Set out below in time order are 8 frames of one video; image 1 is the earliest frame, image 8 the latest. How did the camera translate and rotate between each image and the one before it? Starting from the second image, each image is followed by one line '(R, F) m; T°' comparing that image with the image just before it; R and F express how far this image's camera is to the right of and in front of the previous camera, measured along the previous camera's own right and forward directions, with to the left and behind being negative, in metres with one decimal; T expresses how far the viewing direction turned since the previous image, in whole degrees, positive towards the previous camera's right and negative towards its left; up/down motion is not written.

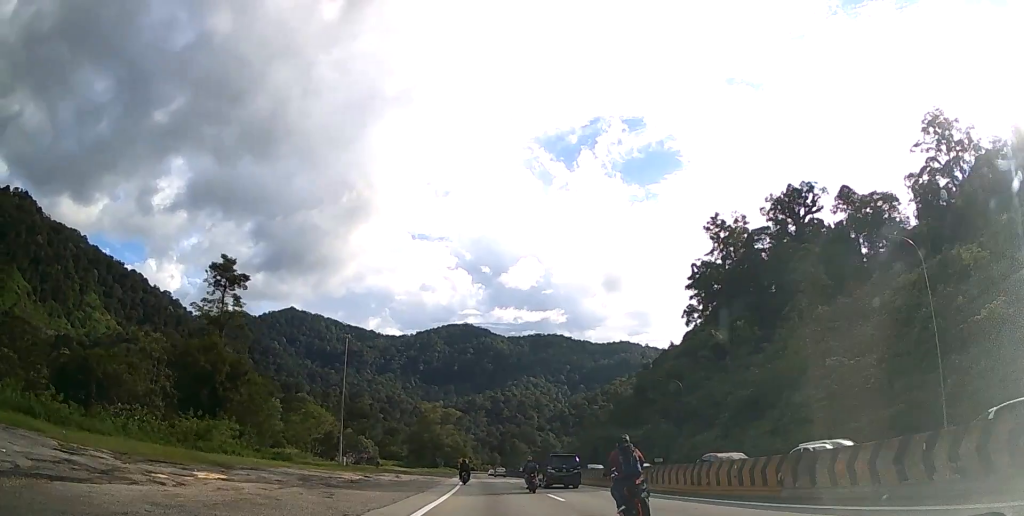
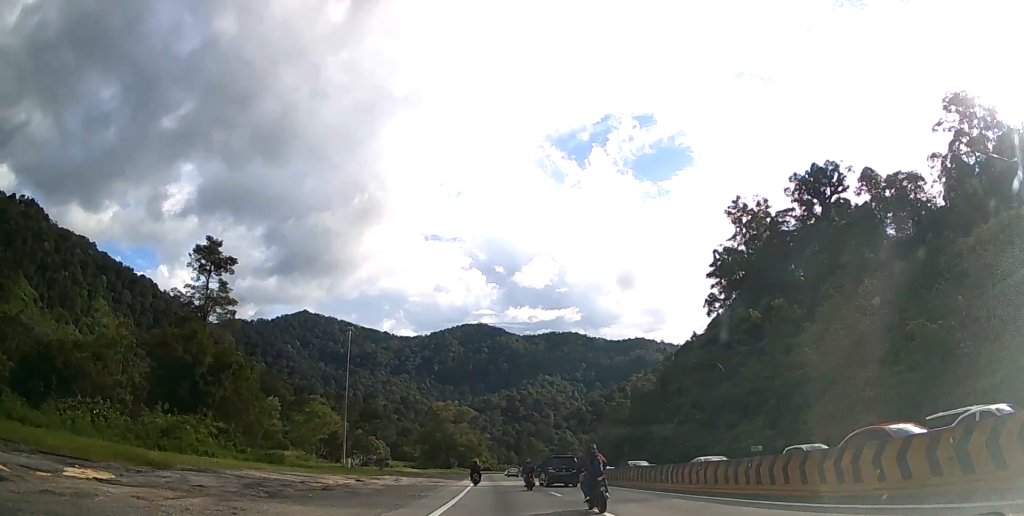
(-0.2, +8.5) m; -2°
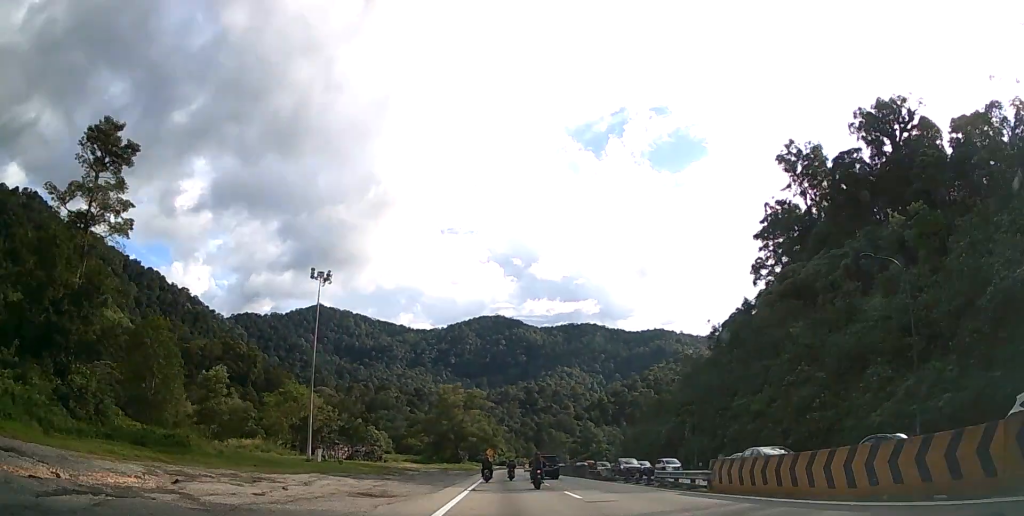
(-1.2, +27.0) m; -4°
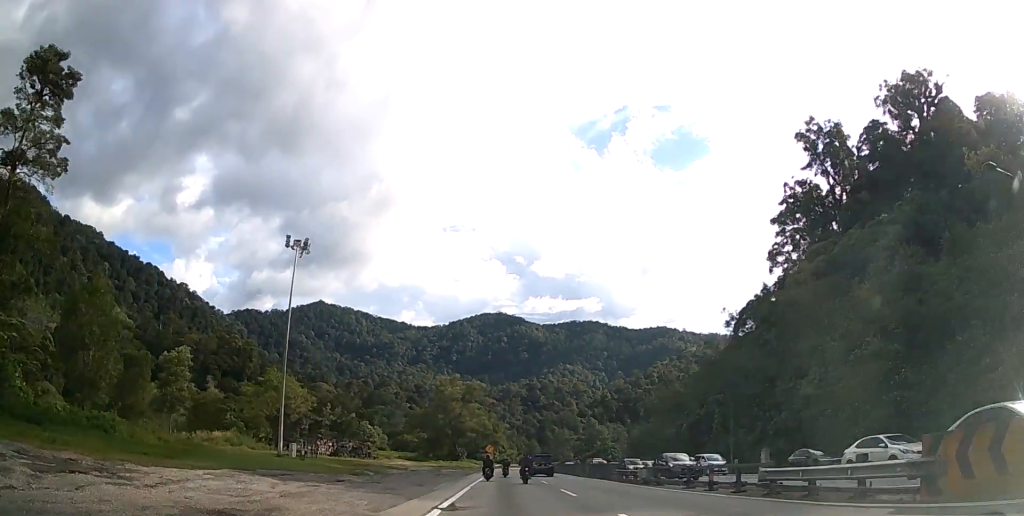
(-0.1, +10.8) m; 0°
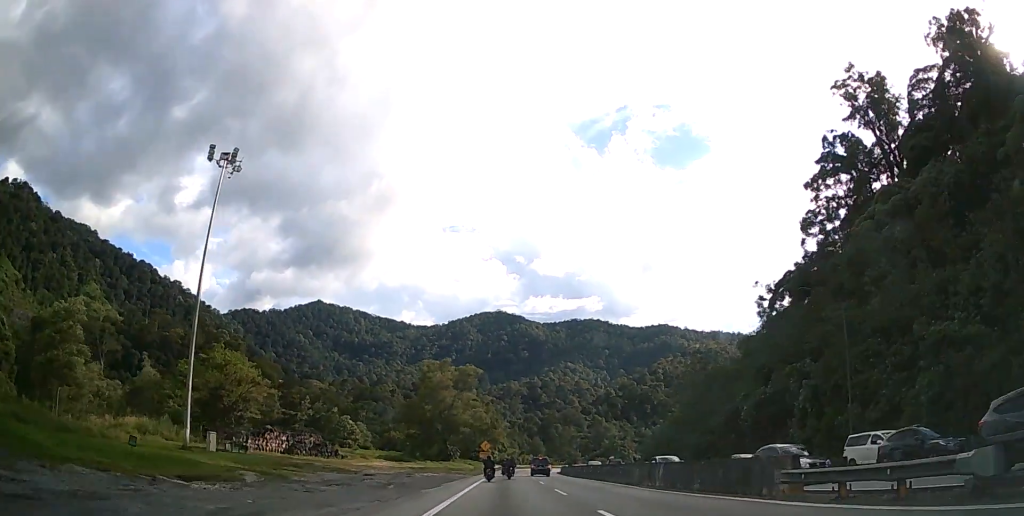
(-0.1, +22.0) m; 0°
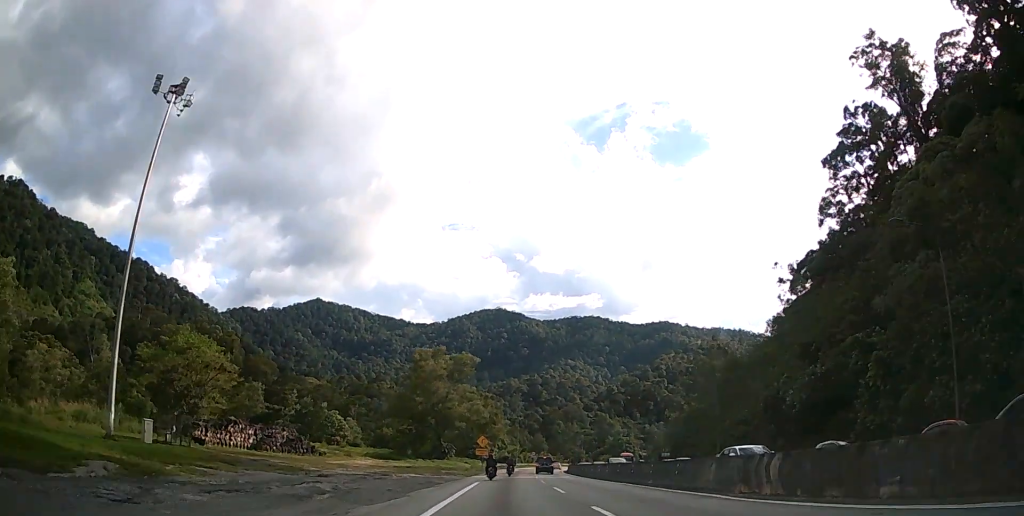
(0.0, +10.9) m; 0°
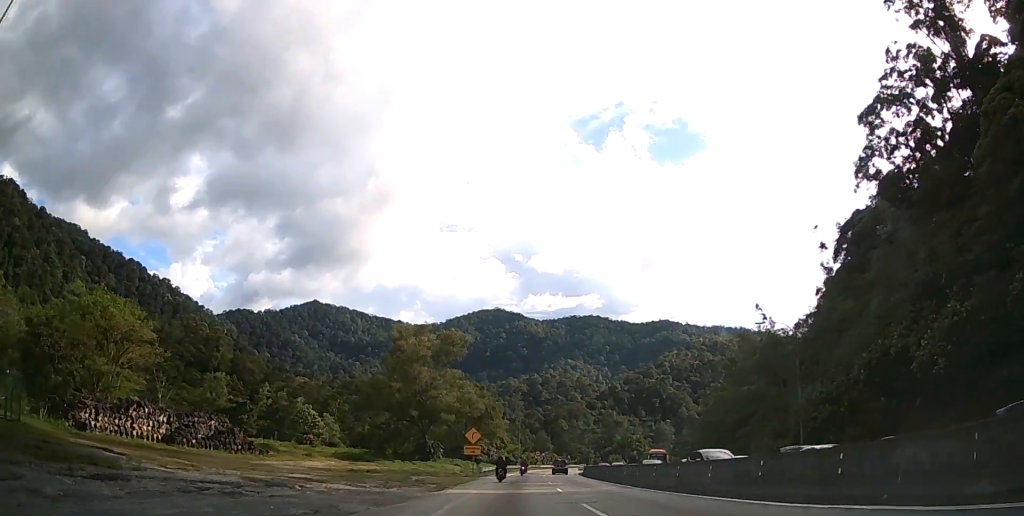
(0.0, +19.4) m; 0°
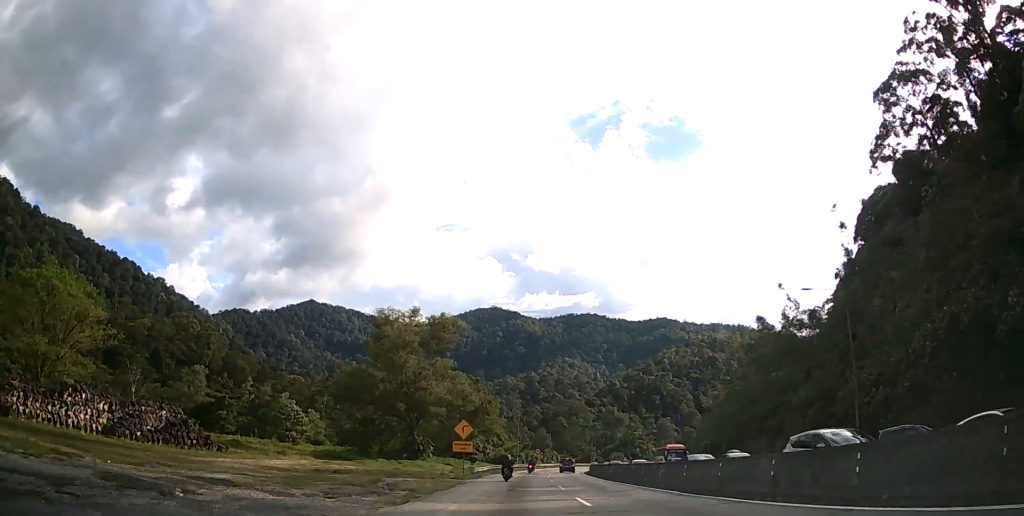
(0.0, +8.6) m; 0°
